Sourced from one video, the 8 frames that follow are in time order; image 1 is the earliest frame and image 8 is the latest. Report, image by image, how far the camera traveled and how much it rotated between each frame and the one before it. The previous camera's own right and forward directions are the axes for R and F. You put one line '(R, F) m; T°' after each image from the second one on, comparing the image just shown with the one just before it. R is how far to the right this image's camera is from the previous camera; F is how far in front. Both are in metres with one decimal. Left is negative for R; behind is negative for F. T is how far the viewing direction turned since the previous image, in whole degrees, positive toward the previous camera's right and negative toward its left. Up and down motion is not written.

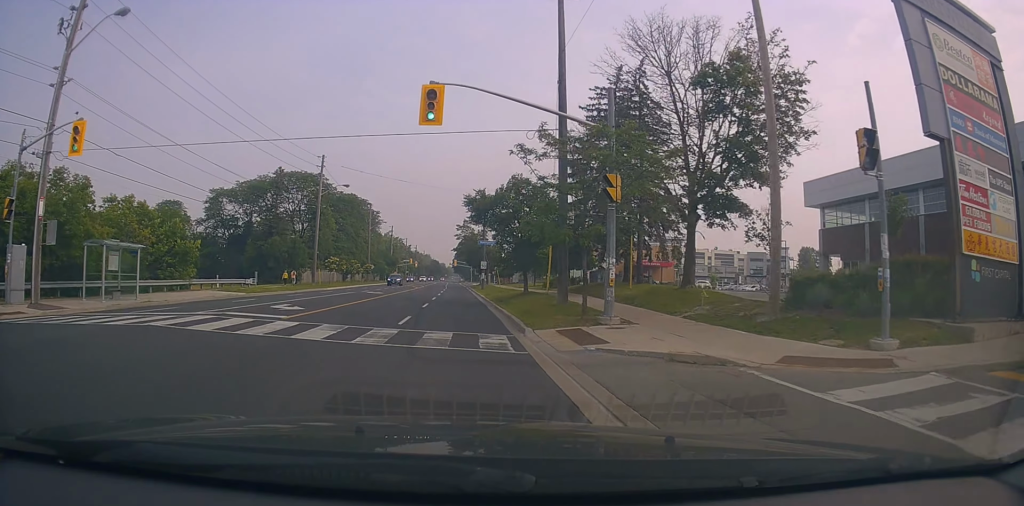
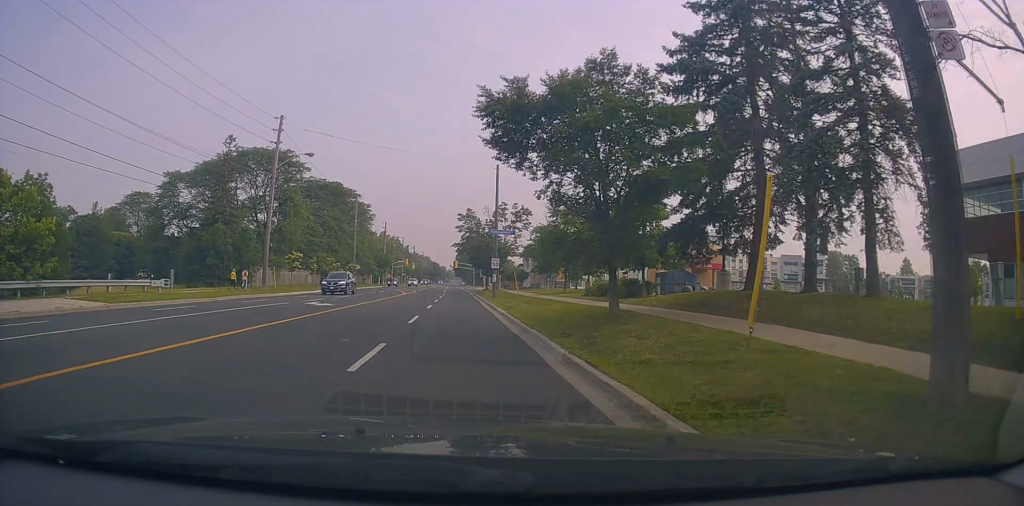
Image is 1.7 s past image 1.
(-0.1, +15.5) m; -2°
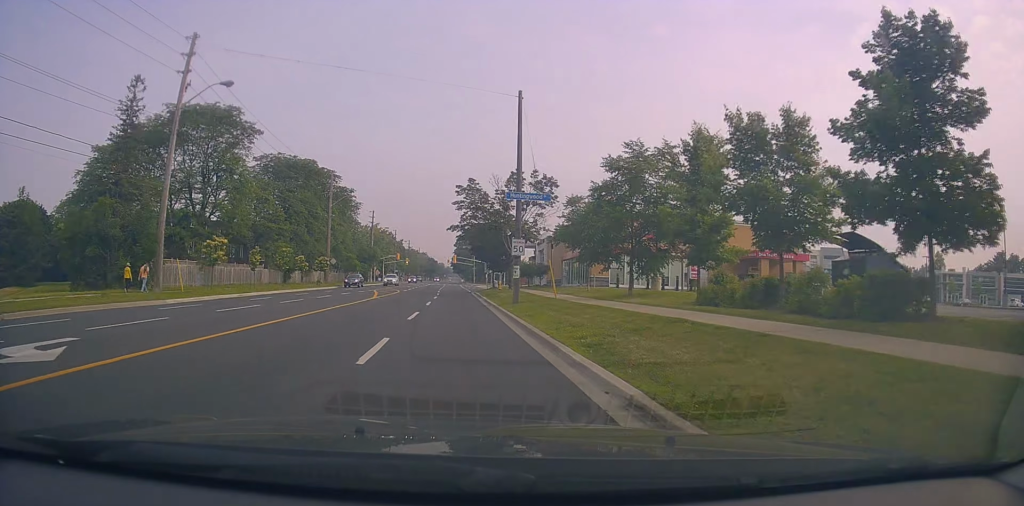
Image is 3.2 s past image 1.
(0.0, +16.8) m; +1°
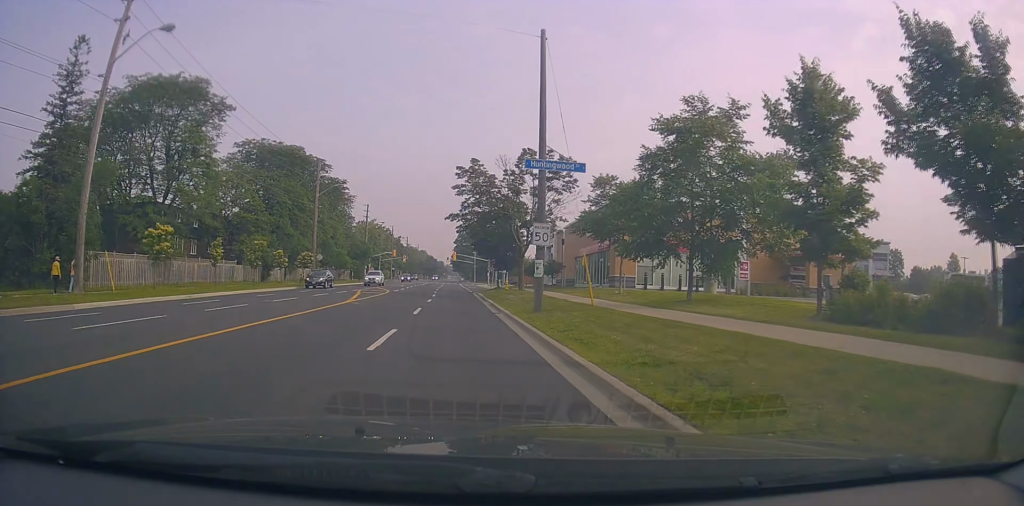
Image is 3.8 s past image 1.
(+0.2, +7.2) m; 0°
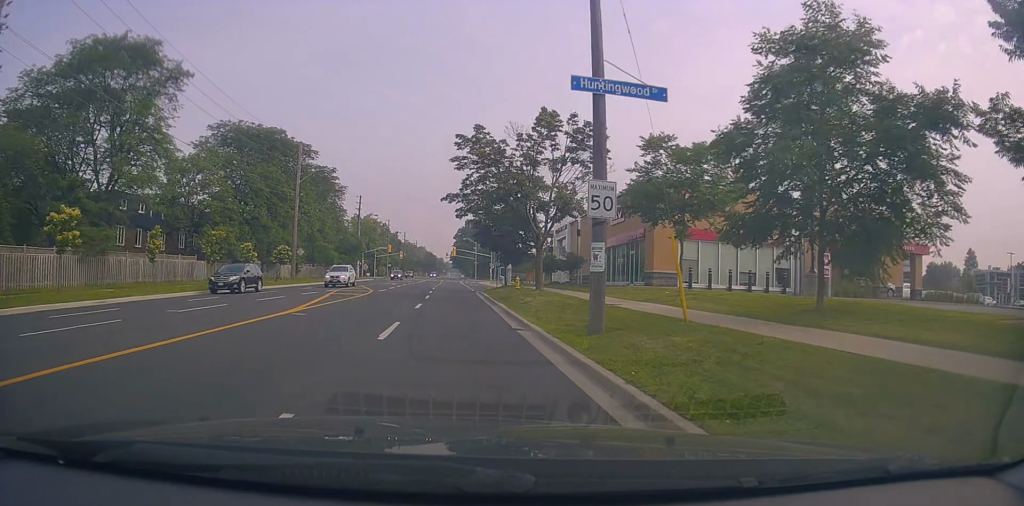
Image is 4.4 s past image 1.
(0.0, +8.1) m; -1°
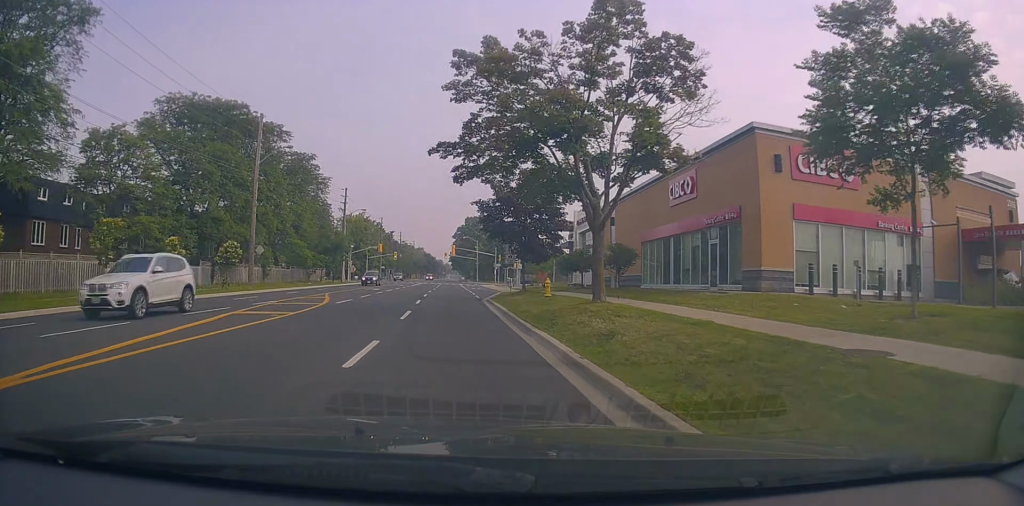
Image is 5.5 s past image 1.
(-0.2, +12.6) m; 0°
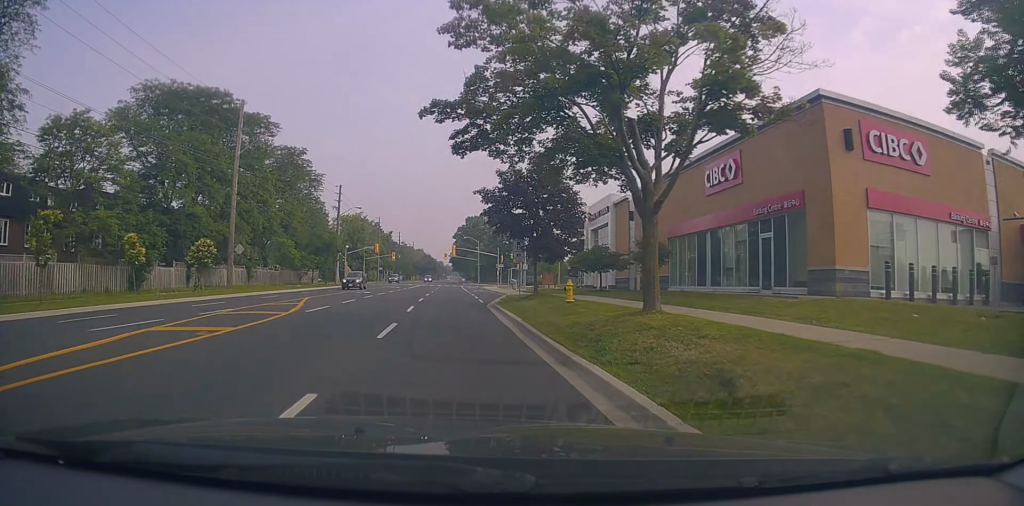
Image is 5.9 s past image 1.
(-0.1, +4.8) m; 0°
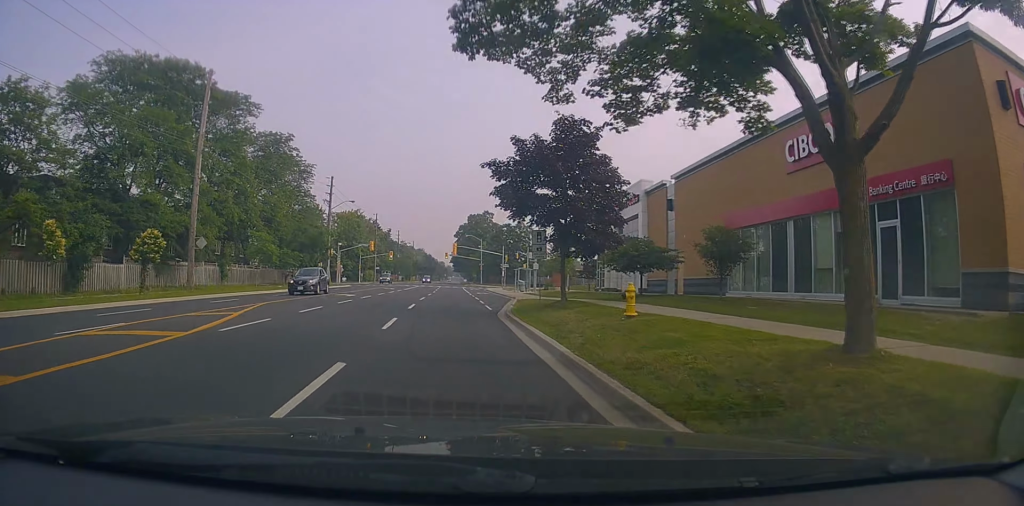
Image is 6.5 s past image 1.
(+0.2, +7.1) m; +1°
